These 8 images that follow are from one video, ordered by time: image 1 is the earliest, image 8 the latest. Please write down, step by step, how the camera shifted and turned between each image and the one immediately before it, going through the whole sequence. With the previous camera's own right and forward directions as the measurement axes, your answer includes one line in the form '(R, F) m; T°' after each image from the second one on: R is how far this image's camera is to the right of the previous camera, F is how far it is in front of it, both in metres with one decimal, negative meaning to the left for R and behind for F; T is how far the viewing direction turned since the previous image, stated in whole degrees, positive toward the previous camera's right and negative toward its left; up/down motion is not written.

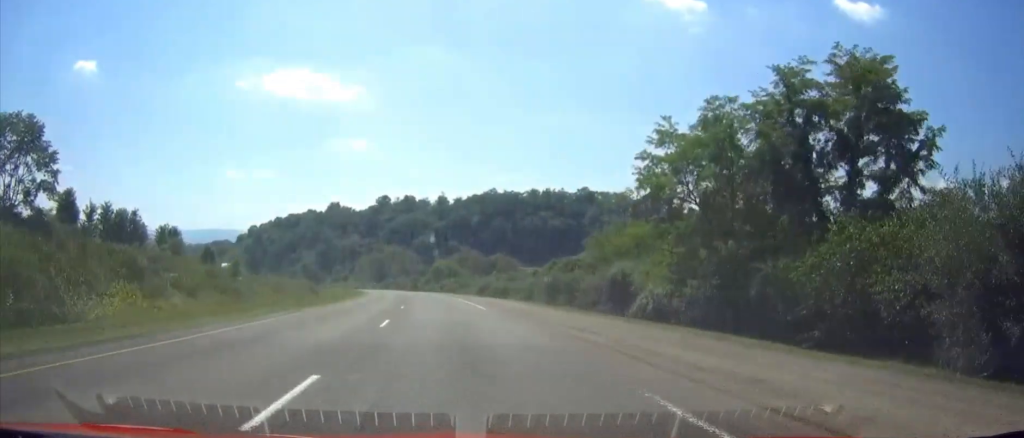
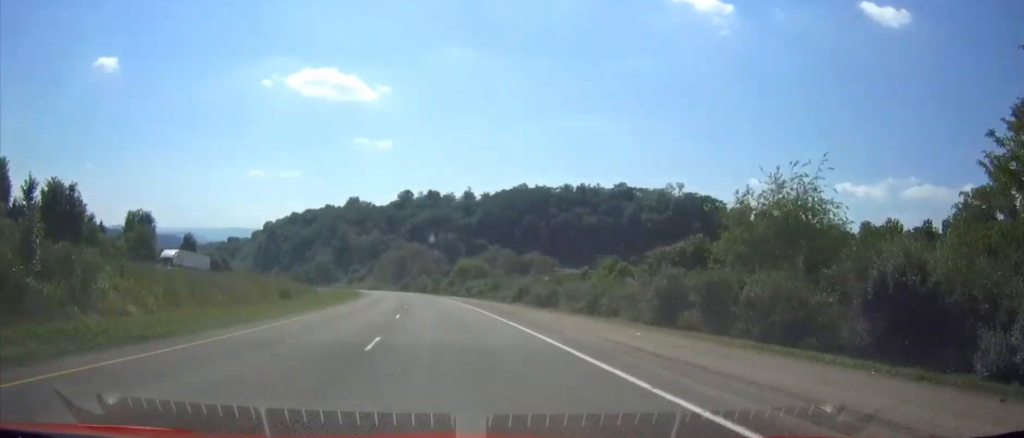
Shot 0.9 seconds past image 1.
(-1.0, +29.7) m; -2°
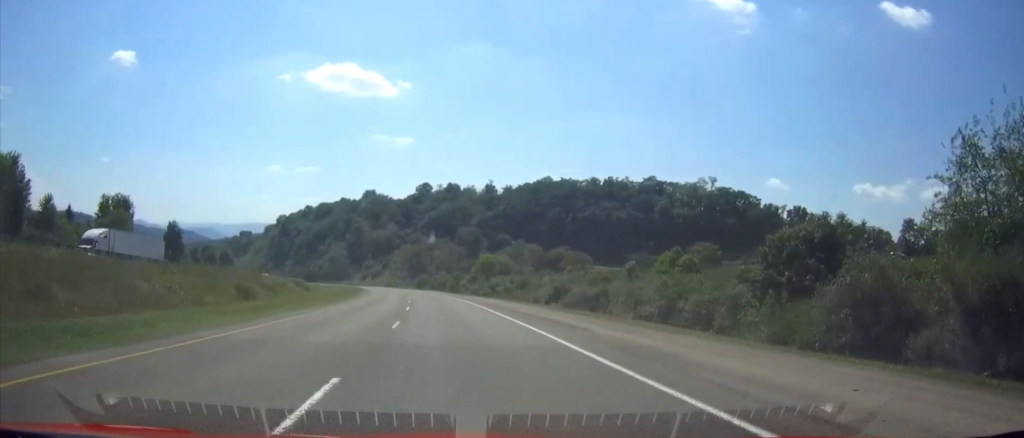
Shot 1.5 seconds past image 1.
(0.0, +19.0) m; 0°
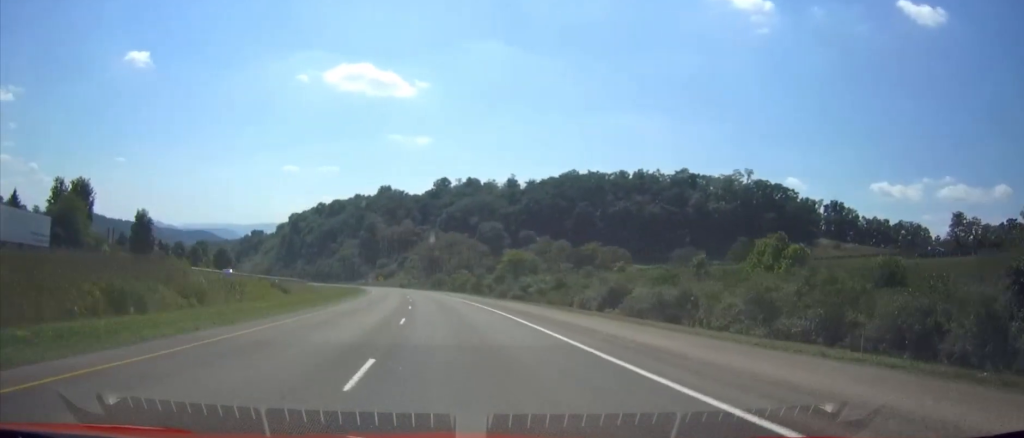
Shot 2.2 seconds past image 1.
(0.0, +22.1) m; 0°
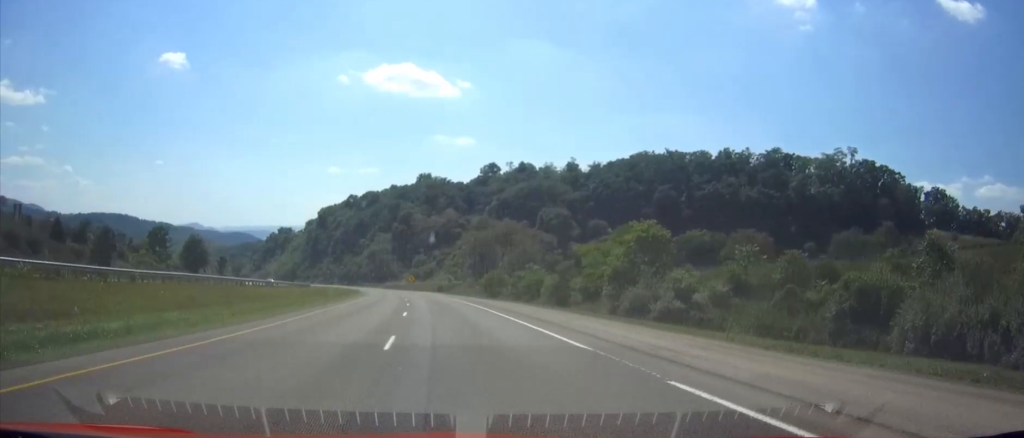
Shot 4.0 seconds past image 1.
(0.0, +56.6) m; 0°
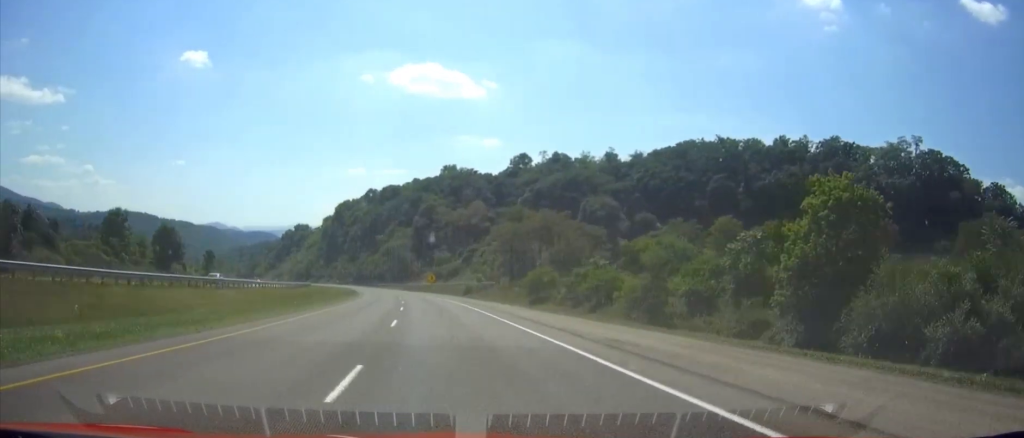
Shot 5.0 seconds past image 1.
(0.0, +29.3) m; 0°
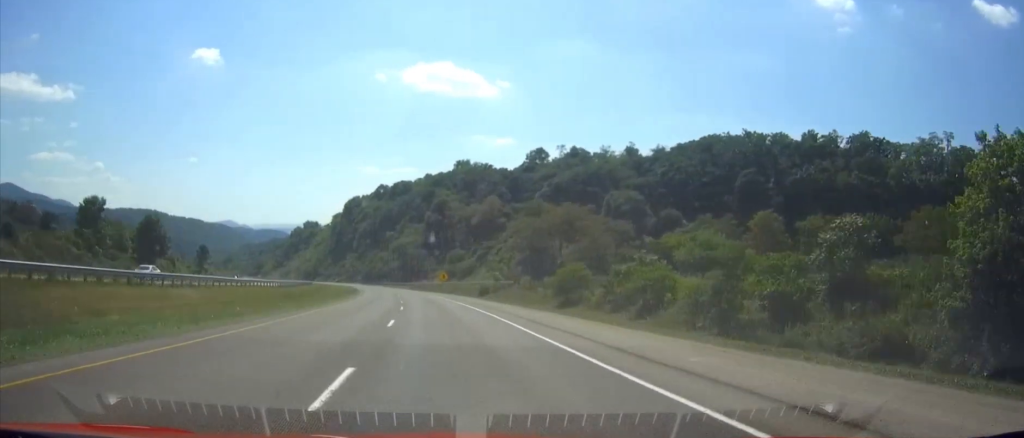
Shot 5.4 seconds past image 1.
(0.0, +12.6) m; 0°
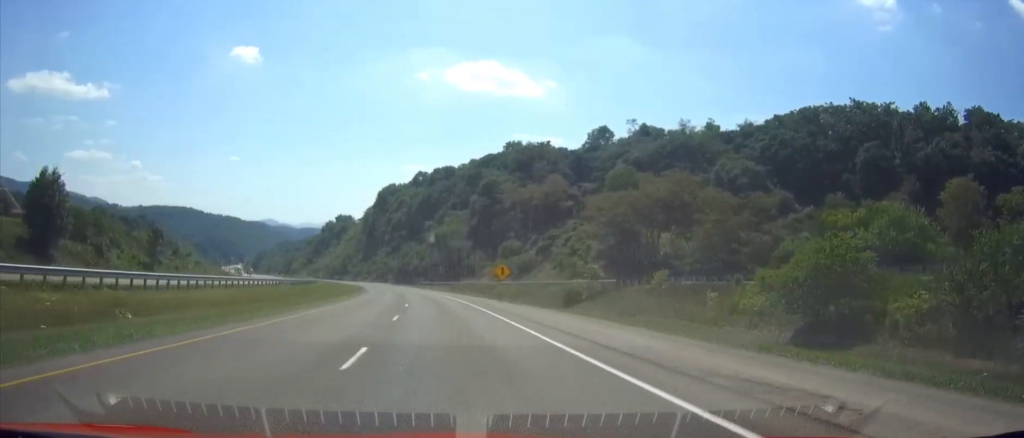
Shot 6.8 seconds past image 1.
(0.0, +45.2) m; 0°
